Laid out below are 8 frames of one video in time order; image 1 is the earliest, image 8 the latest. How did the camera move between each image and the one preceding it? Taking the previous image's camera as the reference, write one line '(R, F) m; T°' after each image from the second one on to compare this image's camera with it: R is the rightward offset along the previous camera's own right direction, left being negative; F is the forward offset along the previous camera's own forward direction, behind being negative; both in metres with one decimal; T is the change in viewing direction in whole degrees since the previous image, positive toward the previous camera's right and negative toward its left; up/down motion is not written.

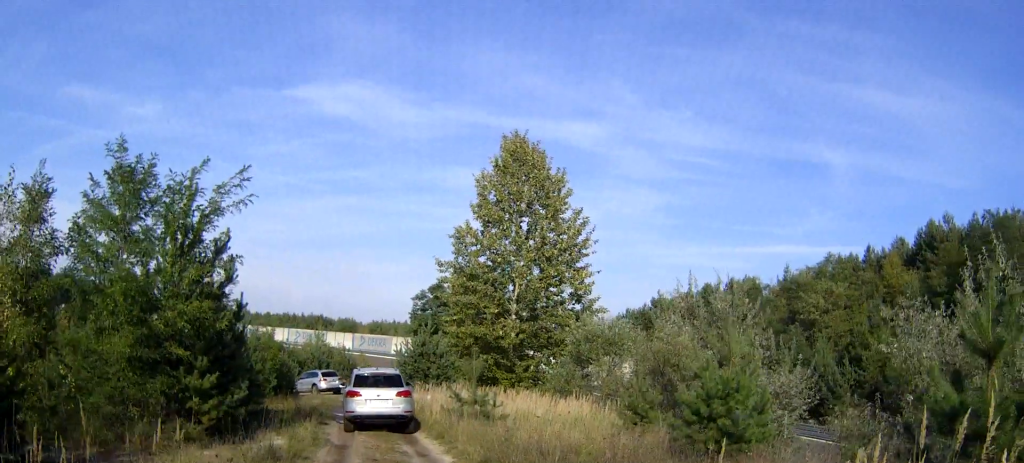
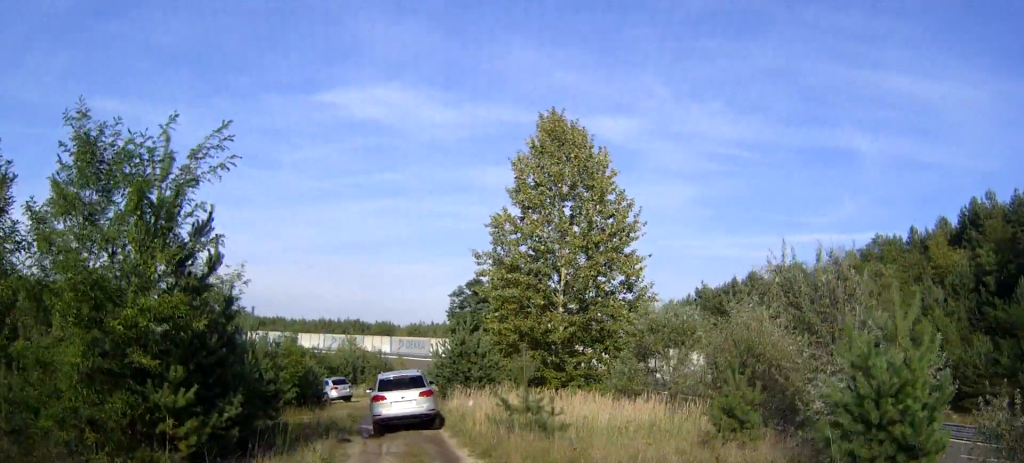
(-0.1, +4.0) m; +1°
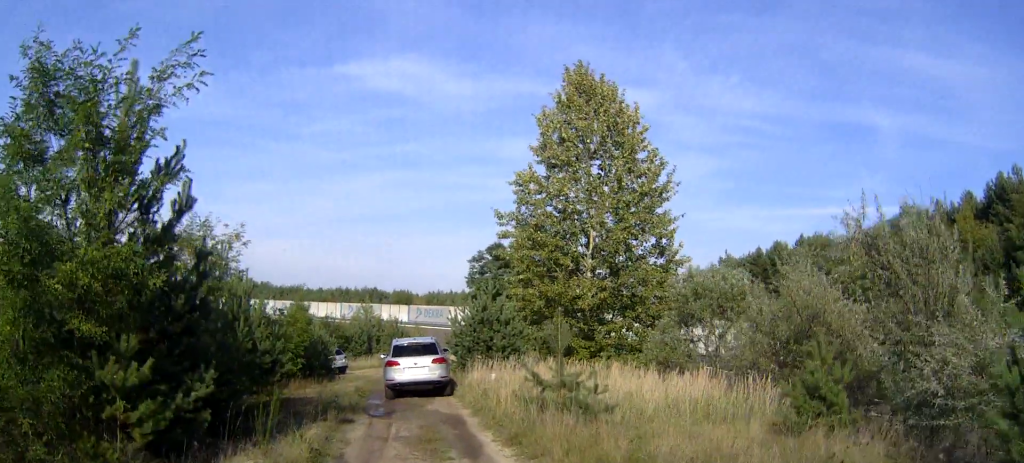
(+0.1, +2.8) m; +1°
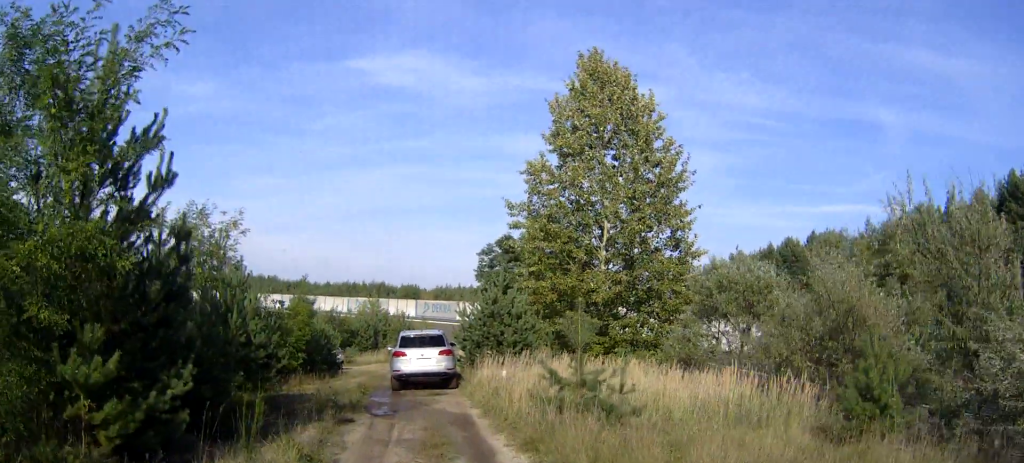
(0.0, +1.3) m; 0°
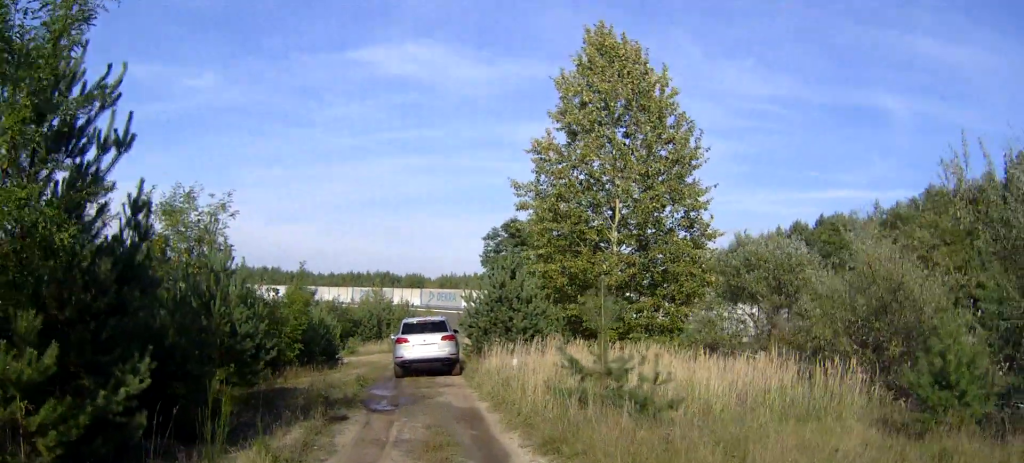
(0.0, +1.7) m; -1°
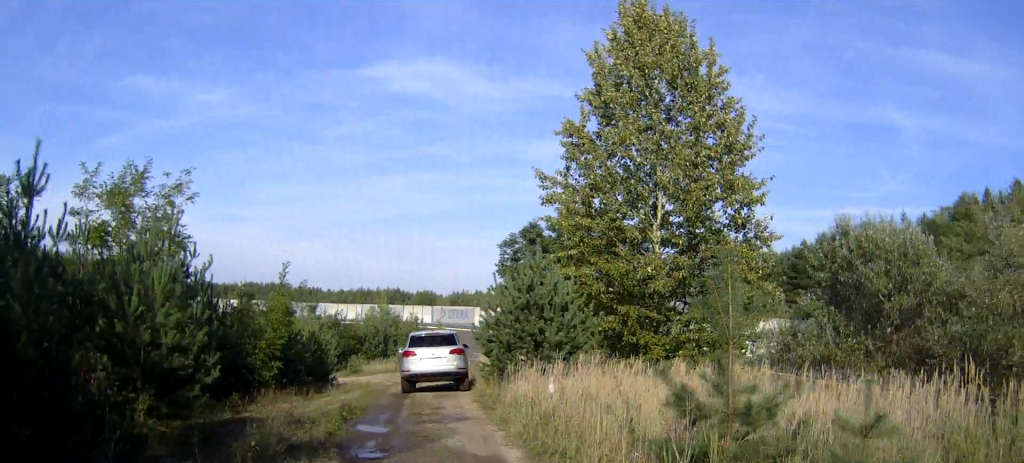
(0.0, +5.3) m; 0°
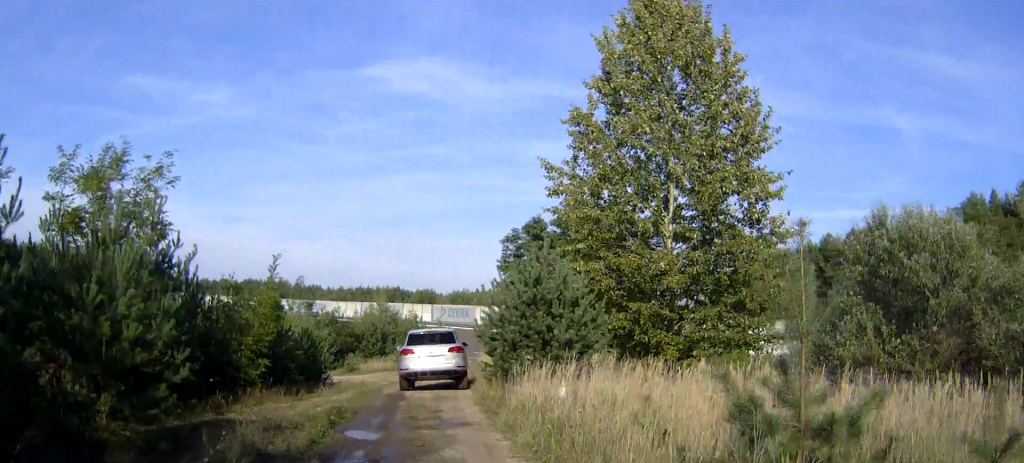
(0.0, +1.5) m; 0°
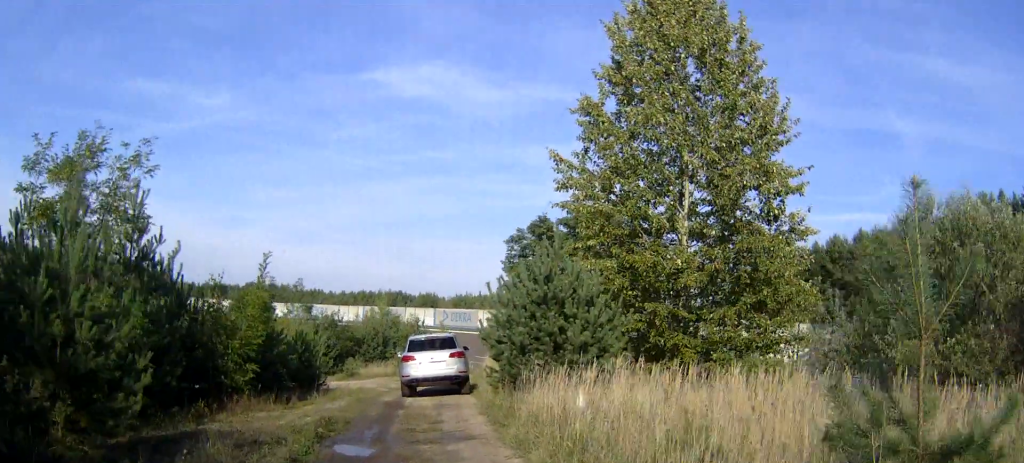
(0.0, +1.6) m; 0°
